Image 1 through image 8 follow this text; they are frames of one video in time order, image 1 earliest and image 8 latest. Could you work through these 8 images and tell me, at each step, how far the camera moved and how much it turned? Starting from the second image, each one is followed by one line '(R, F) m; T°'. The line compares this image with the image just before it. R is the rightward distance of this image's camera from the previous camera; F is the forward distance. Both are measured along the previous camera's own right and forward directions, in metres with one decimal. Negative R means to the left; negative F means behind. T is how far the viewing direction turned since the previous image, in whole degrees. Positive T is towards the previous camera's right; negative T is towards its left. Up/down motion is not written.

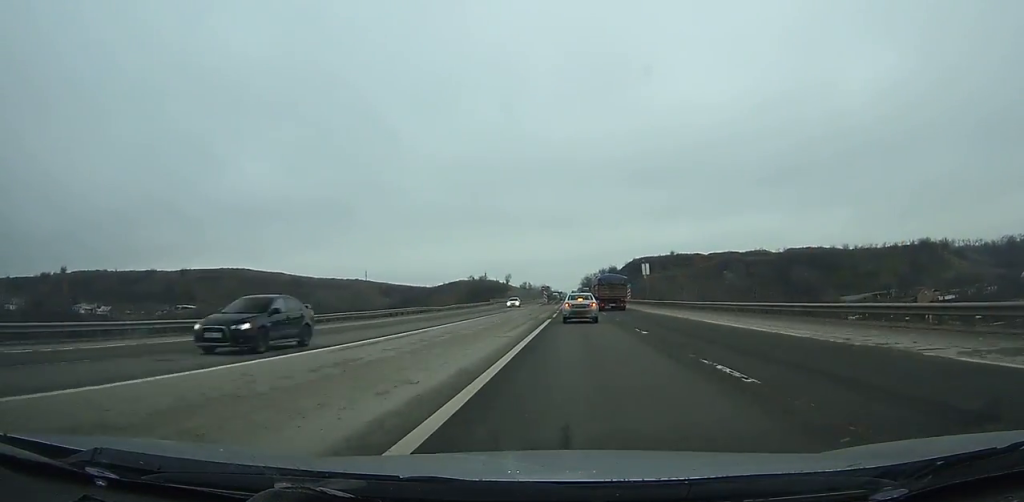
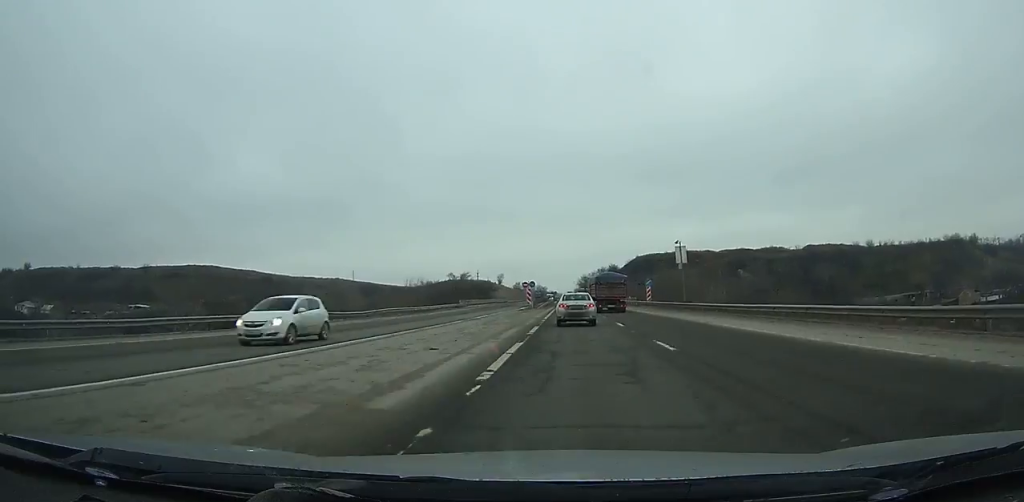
(+0.1, +29.2) m; 0°
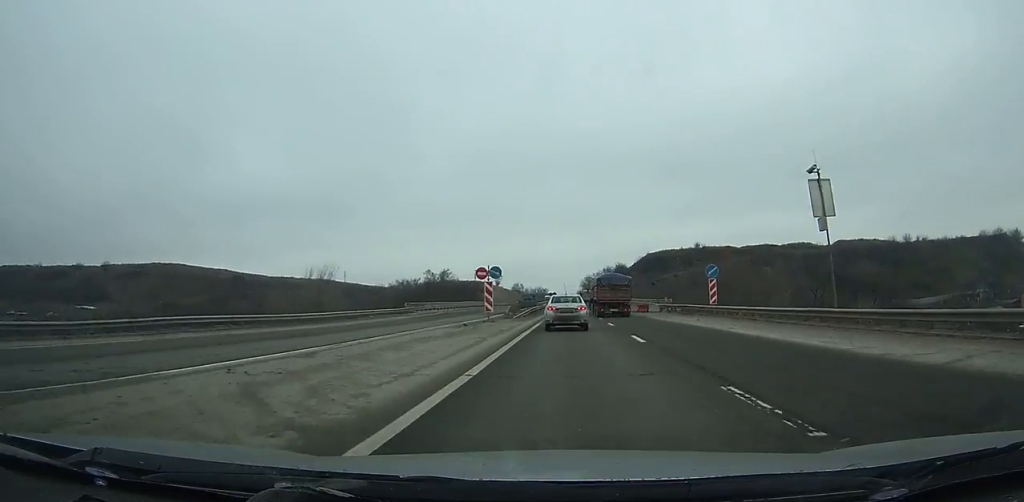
(+0.1, +32.9) m; 0°
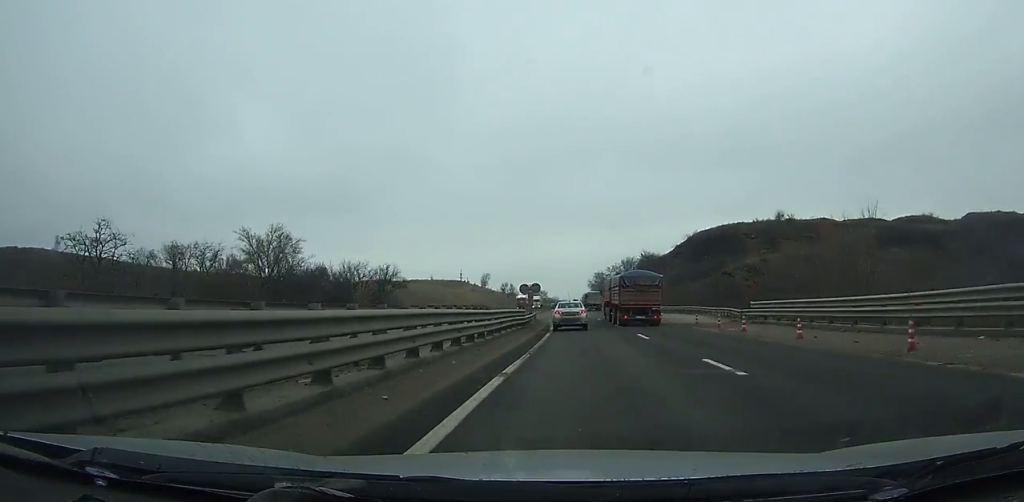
(-0.3, +95.5) m; -1°
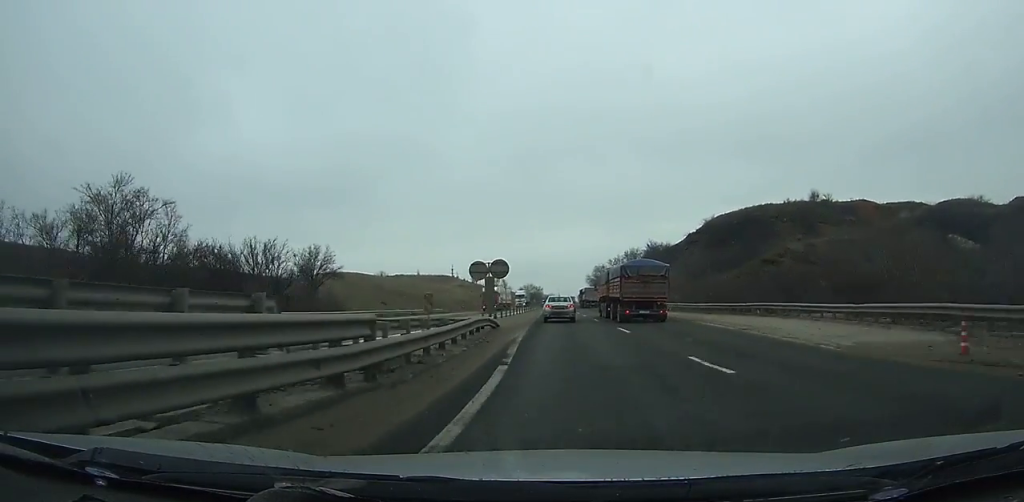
(0.0, +24.8) m; 0°
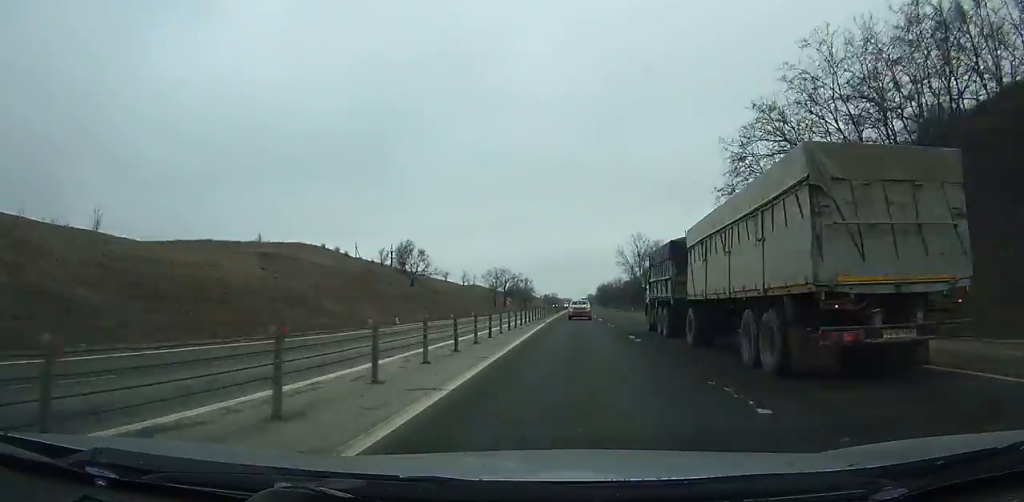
(+1.2, +173.8) m; +1°
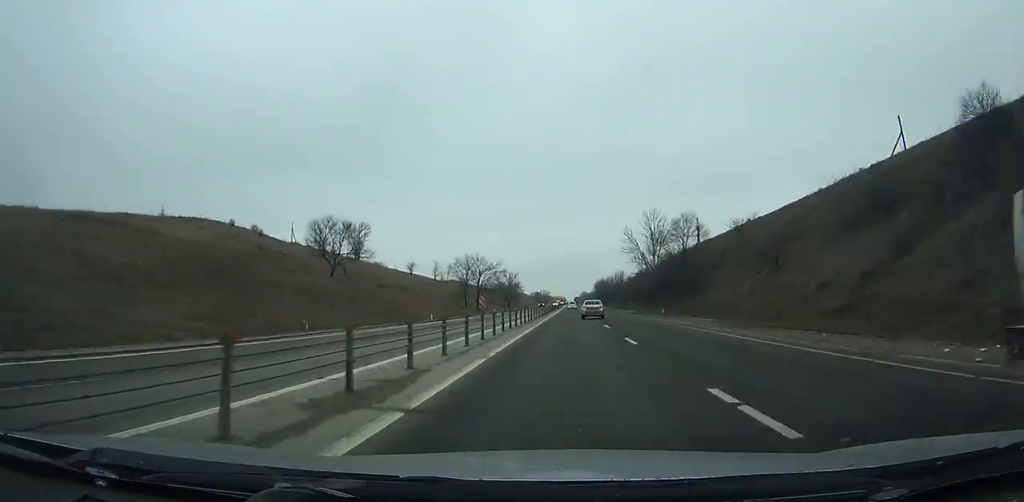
(+0.2, +37.6) m; 0°
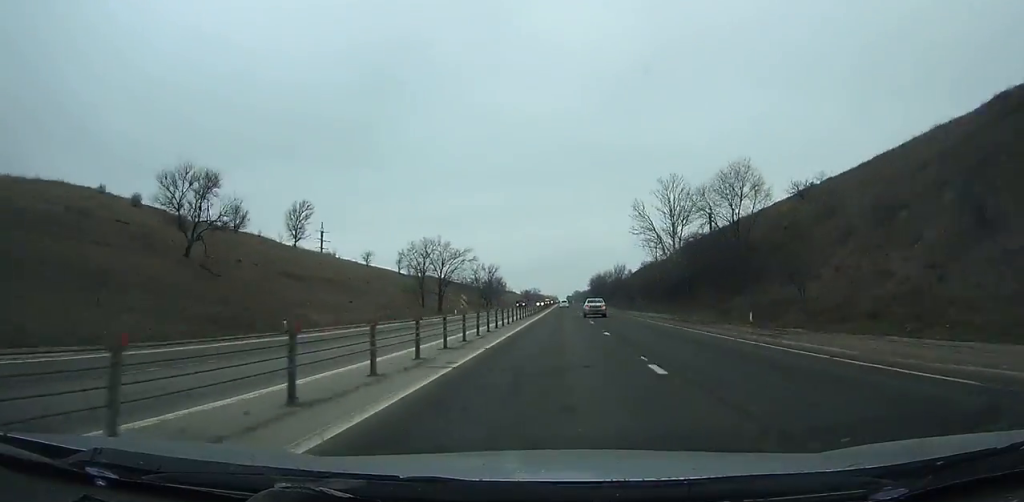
(0.0, +31.0) m; 0°
